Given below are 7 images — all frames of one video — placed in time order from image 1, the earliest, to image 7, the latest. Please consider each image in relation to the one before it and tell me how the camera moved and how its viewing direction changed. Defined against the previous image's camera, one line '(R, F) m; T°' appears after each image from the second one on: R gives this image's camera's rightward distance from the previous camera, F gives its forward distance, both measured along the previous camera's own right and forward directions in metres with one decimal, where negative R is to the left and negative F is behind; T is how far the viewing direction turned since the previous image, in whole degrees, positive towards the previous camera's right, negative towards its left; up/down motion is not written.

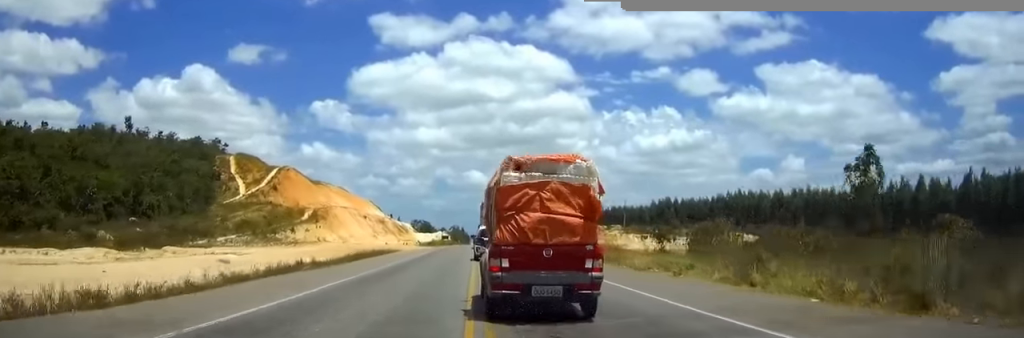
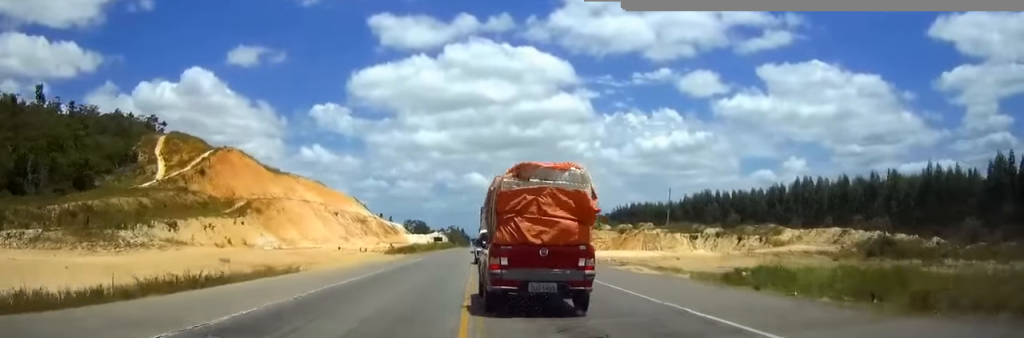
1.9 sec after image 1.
(0.0, +39.7) m; 0°
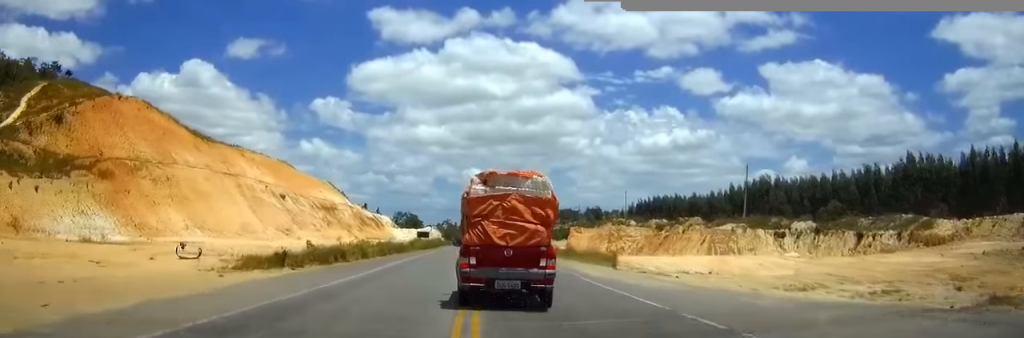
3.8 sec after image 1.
(0.0, +40.4) m; 0°
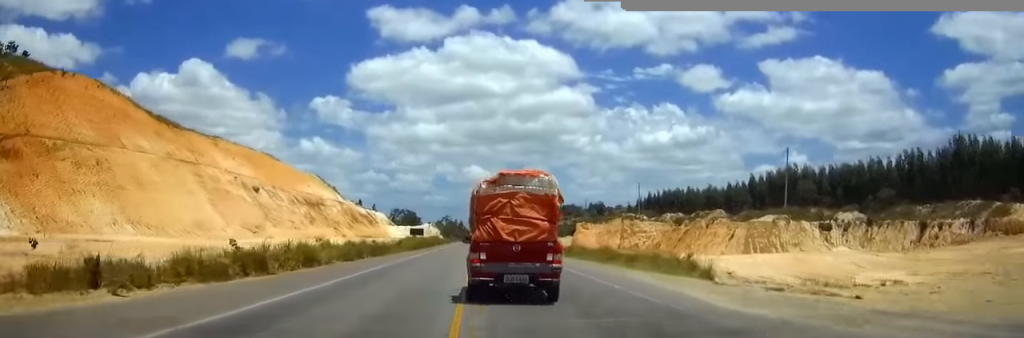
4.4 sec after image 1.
(0.0, +13.6) m; 0°
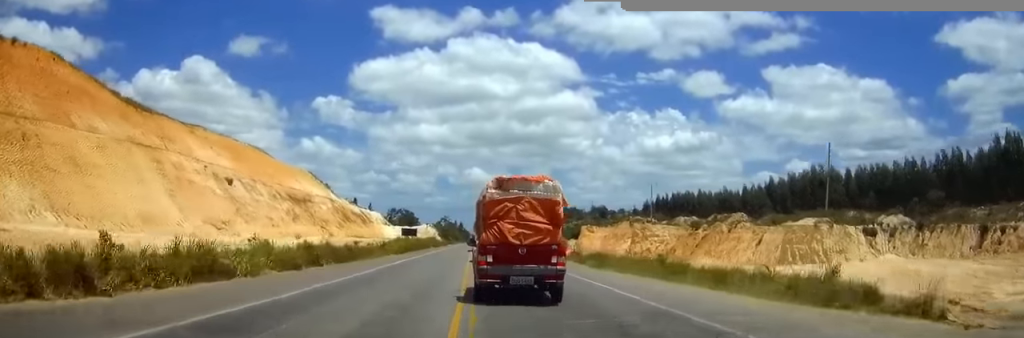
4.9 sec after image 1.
(0.0, +10.8) m; 0°
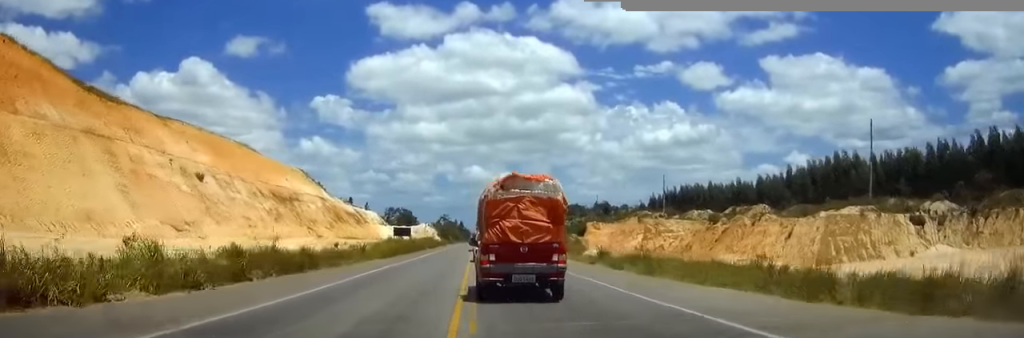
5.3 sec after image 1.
(0.0, +9.4) m; 0°
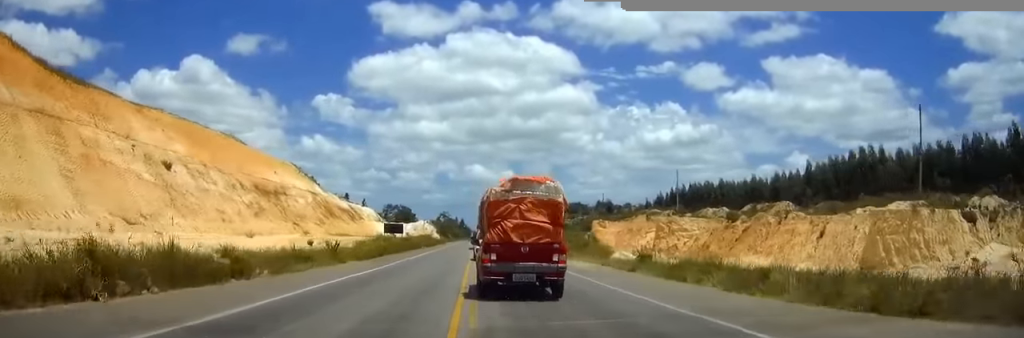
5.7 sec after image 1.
(0.0, +8.7) m; 0°
